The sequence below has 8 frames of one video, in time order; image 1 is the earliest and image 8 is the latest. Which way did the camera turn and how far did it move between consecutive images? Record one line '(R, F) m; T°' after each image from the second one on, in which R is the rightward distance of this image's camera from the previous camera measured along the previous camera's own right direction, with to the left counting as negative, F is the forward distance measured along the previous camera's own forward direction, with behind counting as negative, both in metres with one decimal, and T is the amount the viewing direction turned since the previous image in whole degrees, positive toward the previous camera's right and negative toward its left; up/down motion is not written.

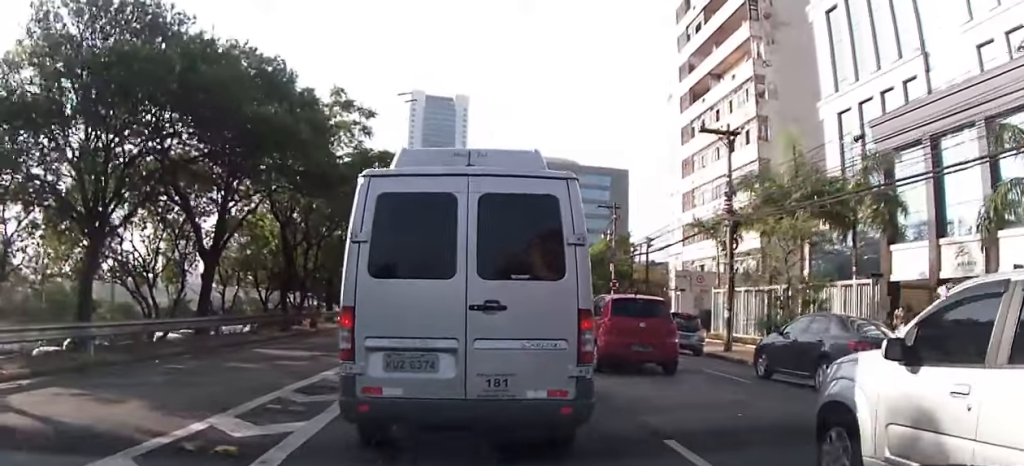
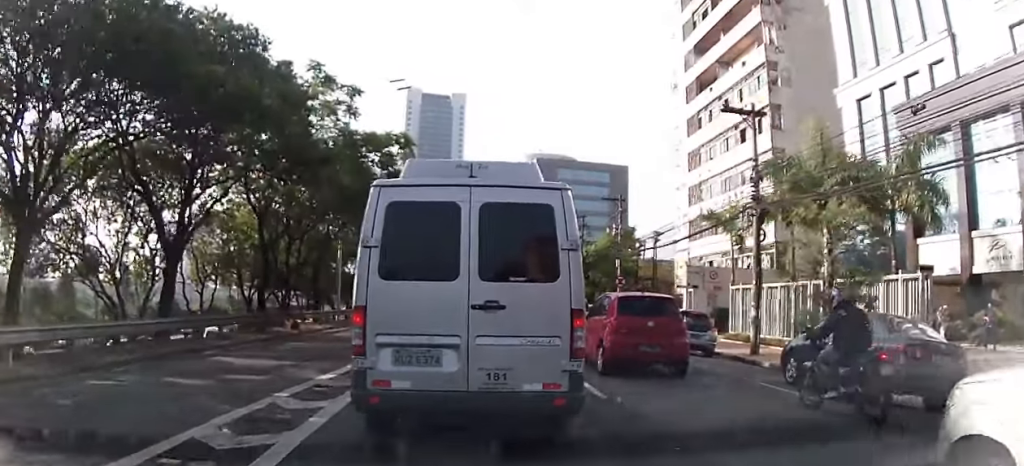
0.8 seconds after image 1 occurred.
(+0.1, +2.7) m; -2°
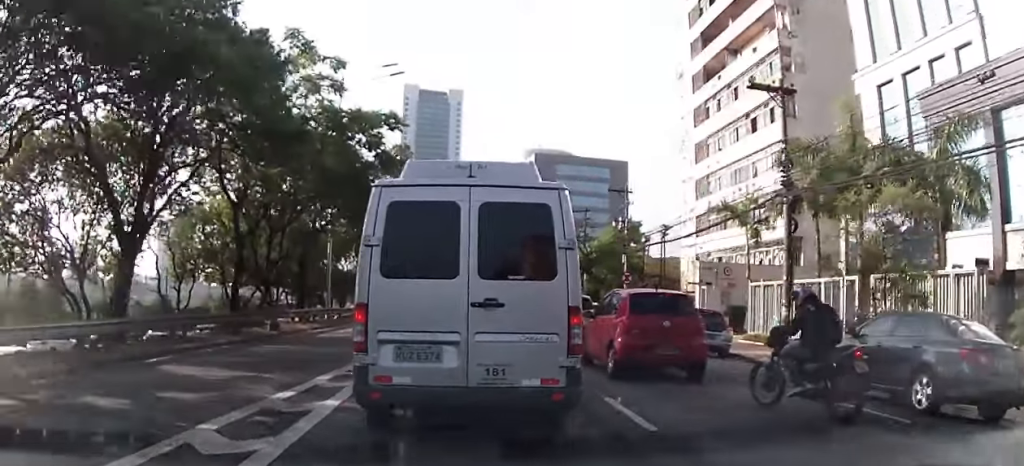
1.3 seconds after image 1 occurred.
(0.0, +2.2) m; -4°
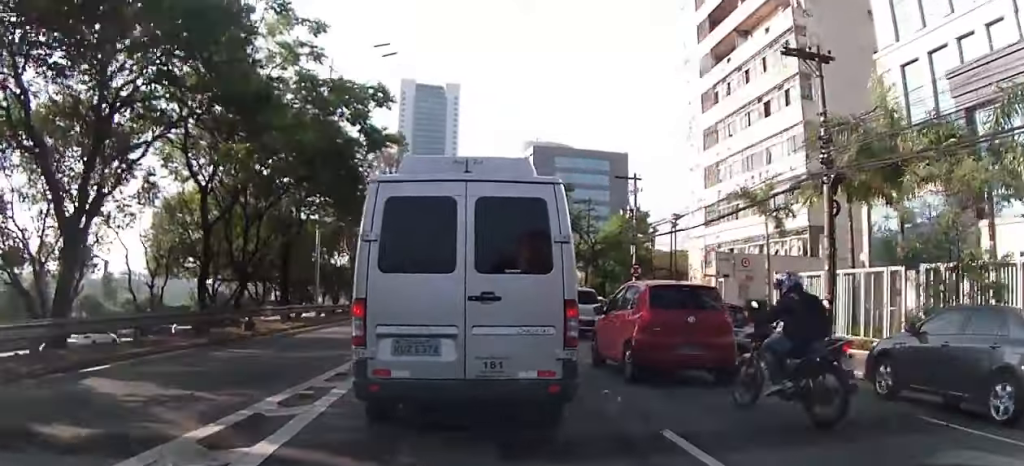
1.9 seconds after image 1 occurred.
(-0.2, +2.5) m; -5°
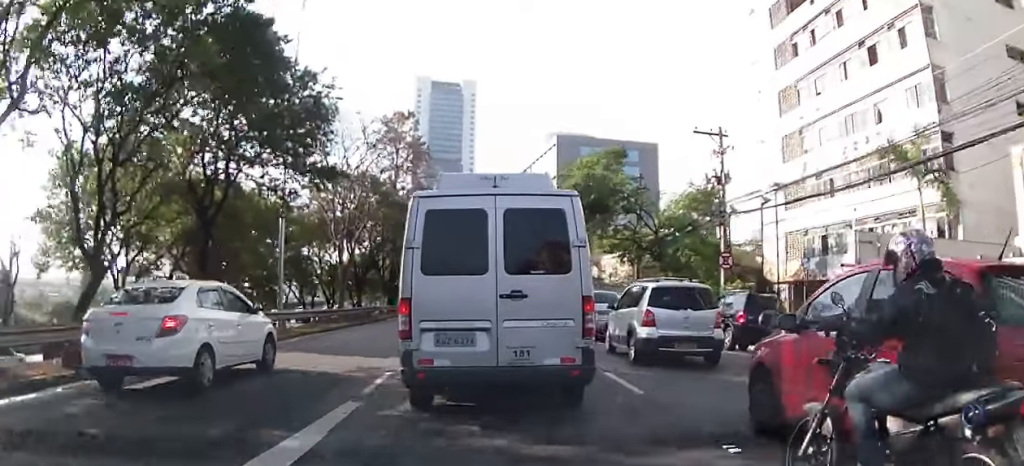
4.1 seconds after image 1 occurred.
(+0.6, +11.6) m; +4°
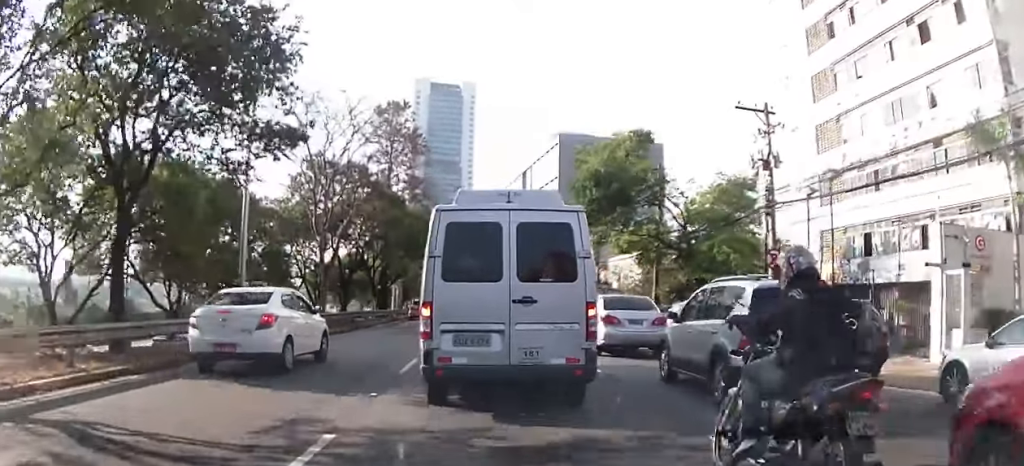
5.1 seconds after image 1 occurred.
(-0.6, +5.1) m; -2°
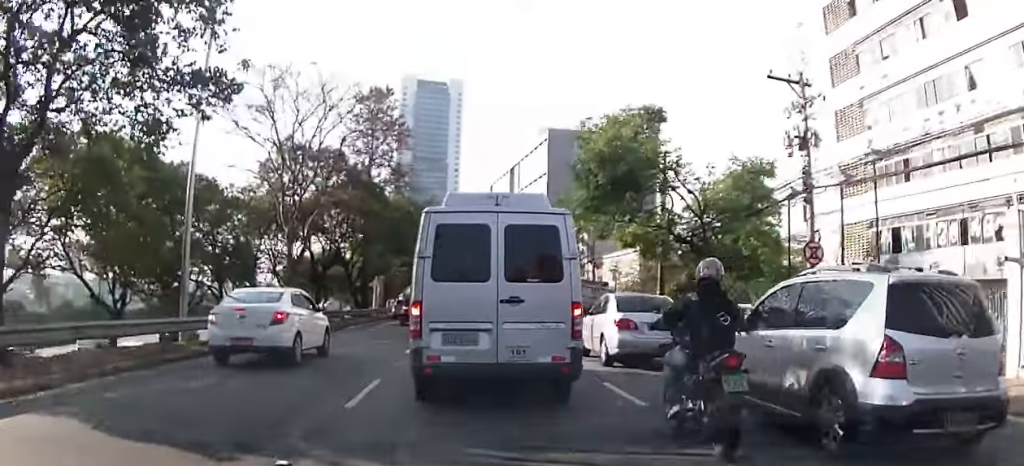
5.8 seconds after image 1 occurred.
(+0.2, +3.8) m; +1°
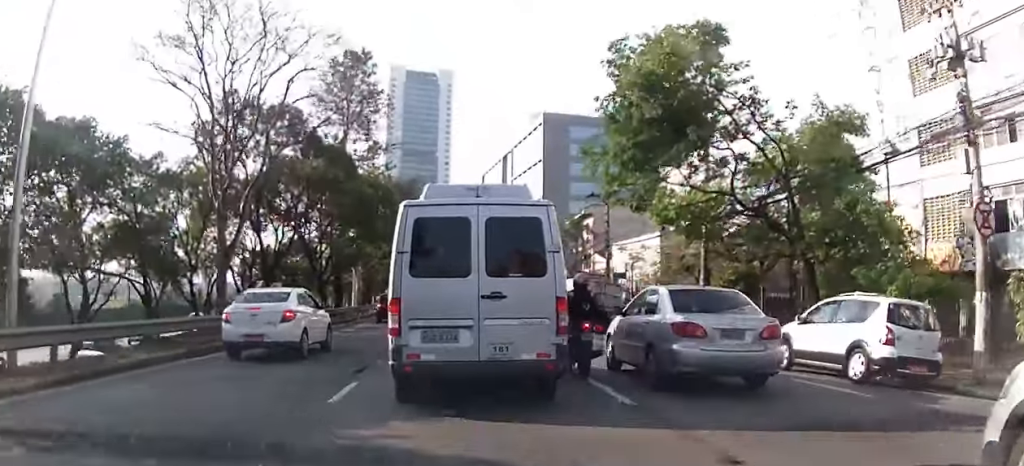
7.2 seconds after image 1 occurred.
(0.0, +8.0) m; -3°
